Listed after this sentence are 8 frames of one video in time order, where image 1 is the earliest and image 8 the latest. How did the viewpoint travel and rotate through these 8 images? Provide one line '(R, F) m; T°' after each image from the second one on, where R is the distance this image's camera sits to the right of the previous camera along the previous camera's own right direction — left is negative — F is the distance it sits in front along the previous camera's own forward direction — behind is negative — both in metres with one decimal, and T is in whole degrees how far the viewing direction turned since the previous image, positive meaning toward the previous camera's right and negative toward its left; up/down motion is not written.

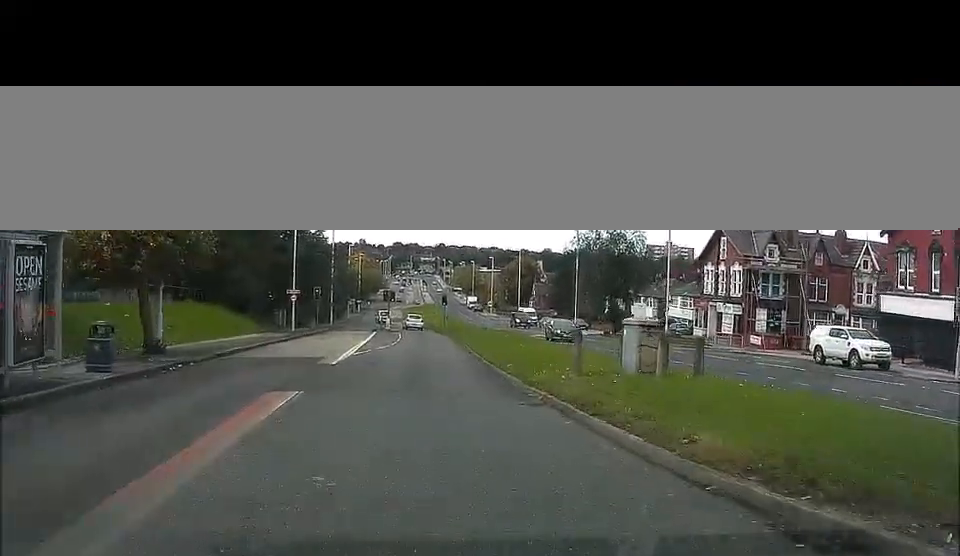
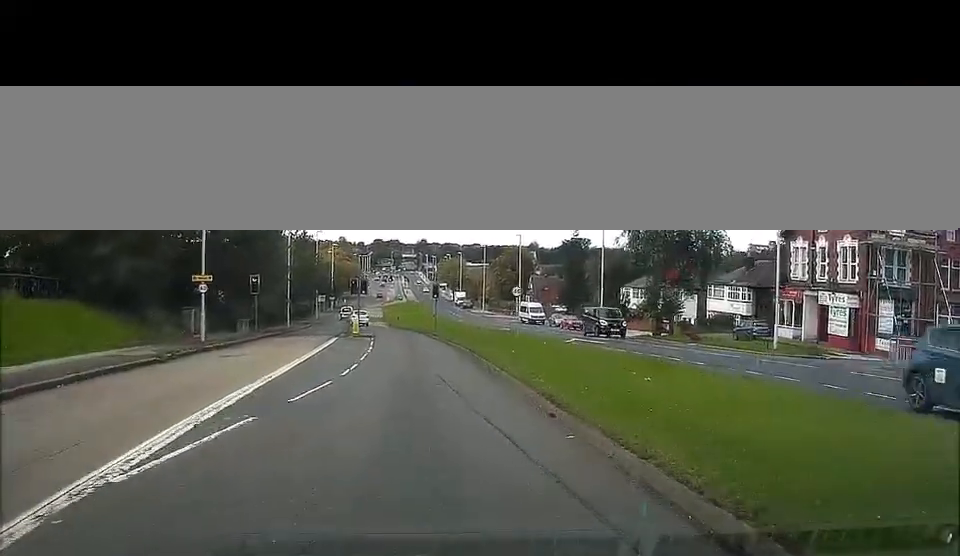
(-0.3, +22.0) m; 0°
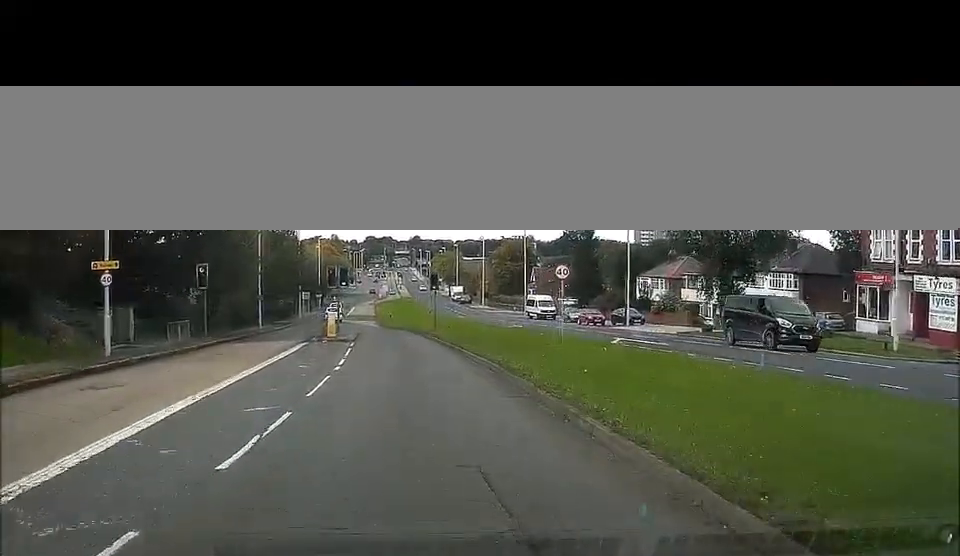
(+0.3, +11.7) m; +1°
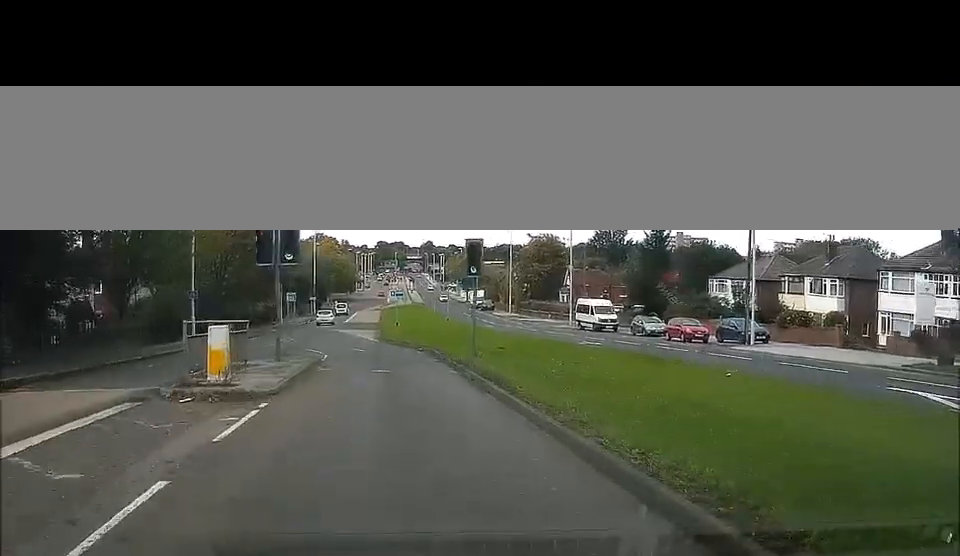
(-0.3, +22.9) m; -1°
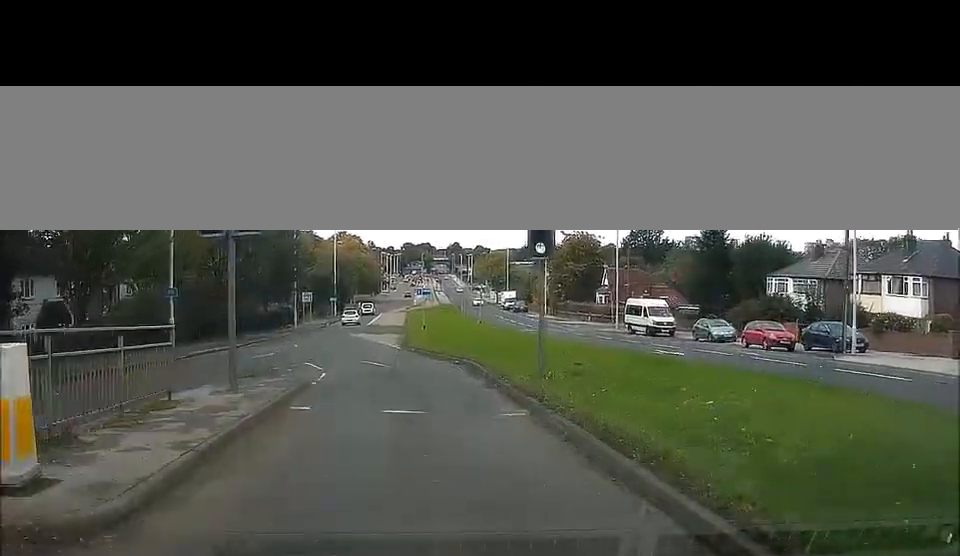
(0.0, +8.2) m; -1°
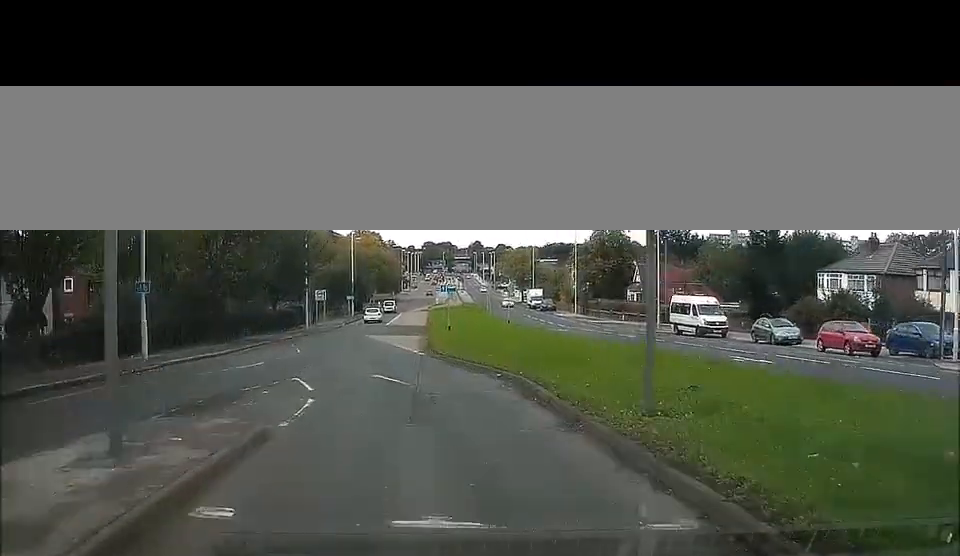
(0.0, +6.2) m; -2°
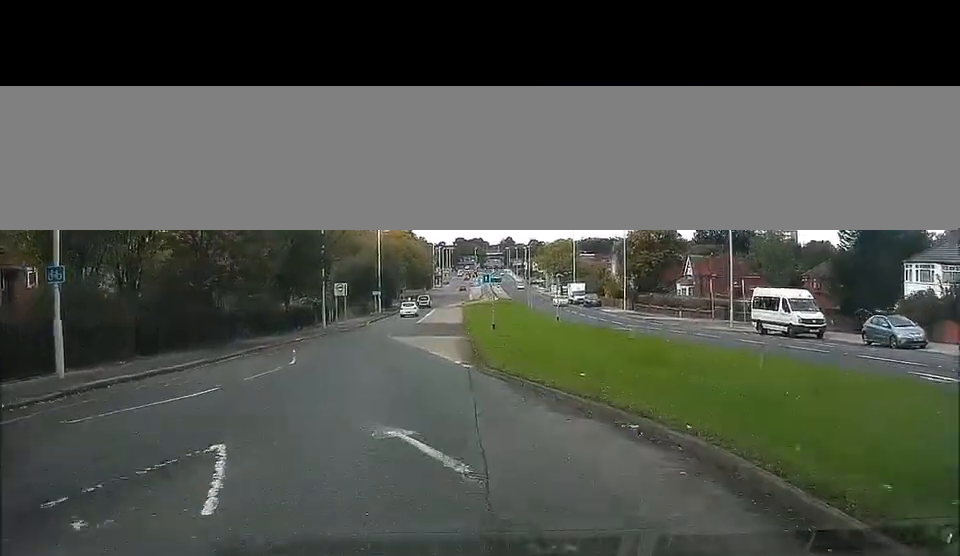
(-0.3, +9.2) m; -2°
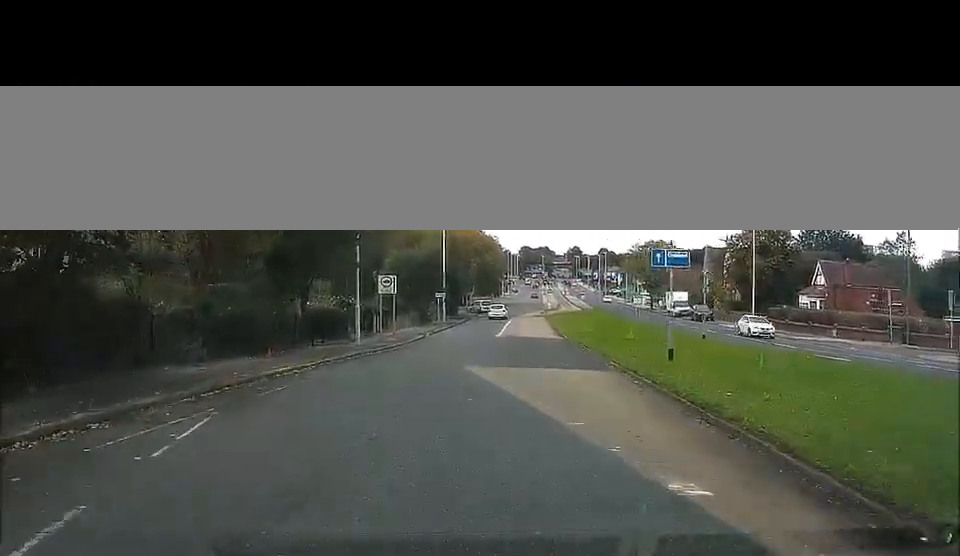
(-0.6, +19.8) m; -2°
